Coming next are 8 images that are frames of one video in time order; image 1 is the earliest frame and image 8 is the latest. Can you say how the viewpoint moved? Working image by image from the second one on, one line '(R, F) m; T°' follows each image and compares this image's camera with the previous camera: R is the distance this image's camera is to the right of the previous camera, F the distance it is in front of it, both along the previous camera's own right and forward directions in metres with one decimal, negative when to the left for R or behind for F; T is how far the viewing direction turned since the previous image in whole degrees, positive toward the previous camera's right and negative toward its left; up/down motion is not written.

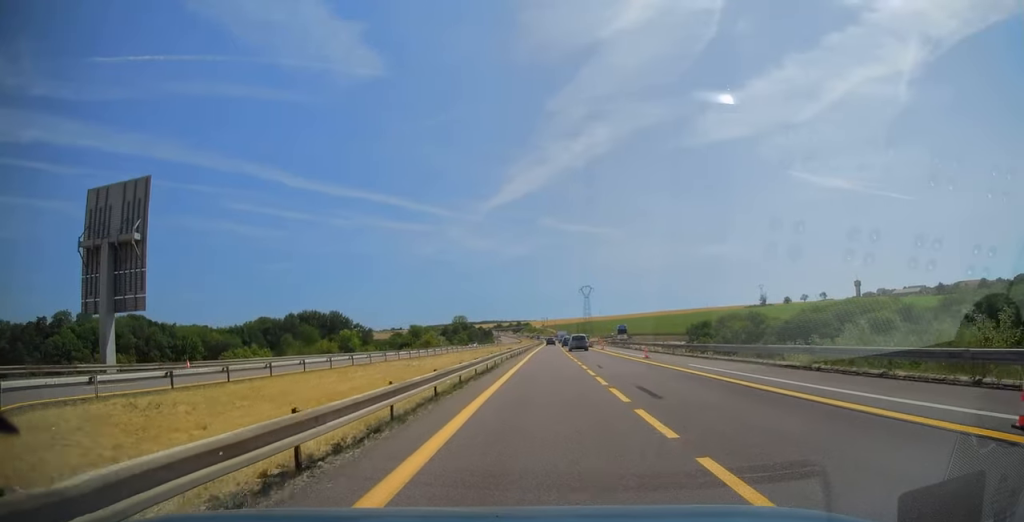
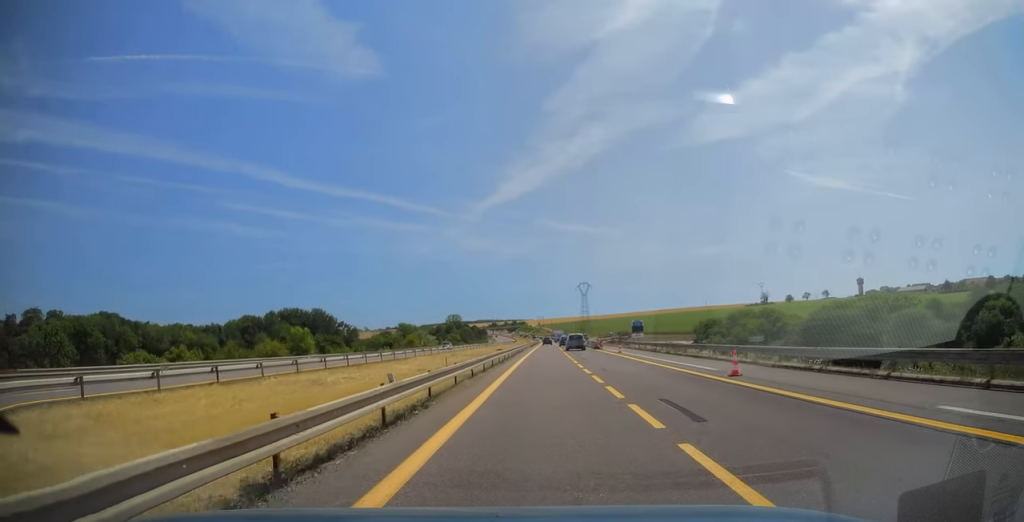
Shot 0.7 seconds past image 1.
(-0.2, +16.4) m; 0°
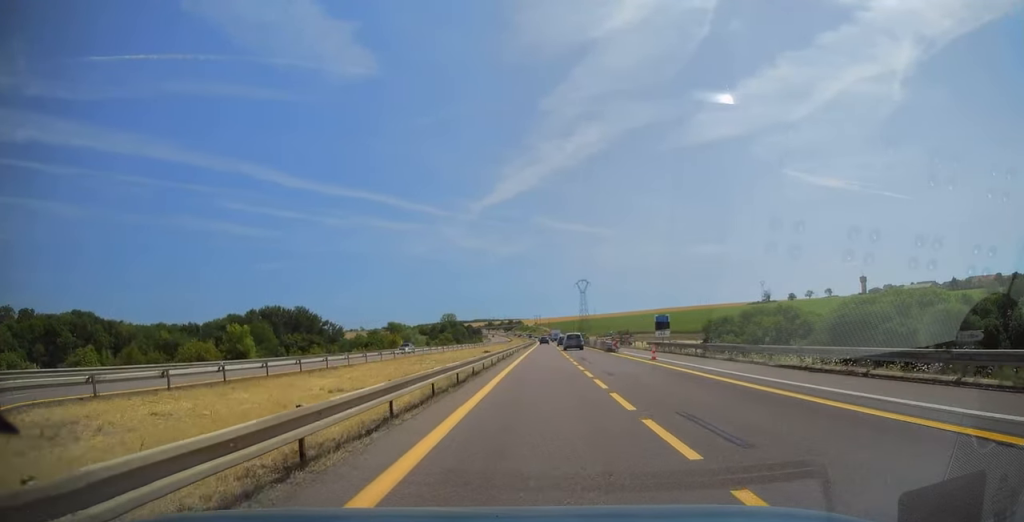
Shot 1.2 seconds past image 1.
(+0.3, +15.2) m; +1°
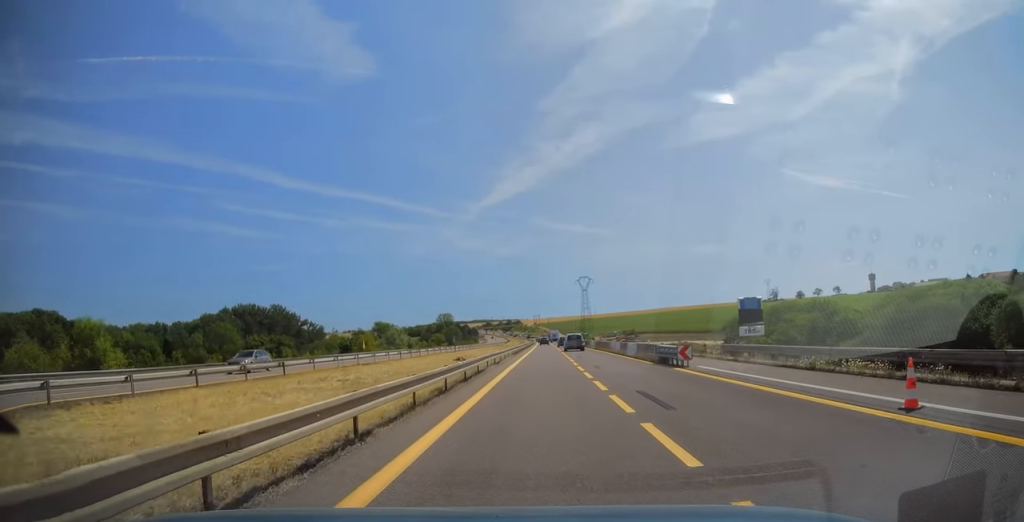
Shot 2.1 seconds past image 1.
(+0.2, +21.9) m; 0°
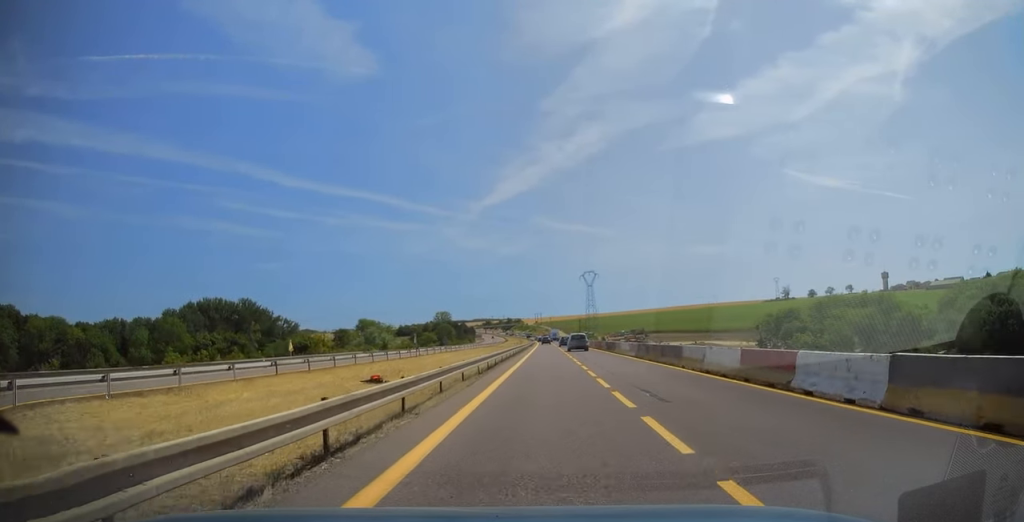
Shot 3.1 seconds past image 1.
(0.0, +25.3) m; -1°
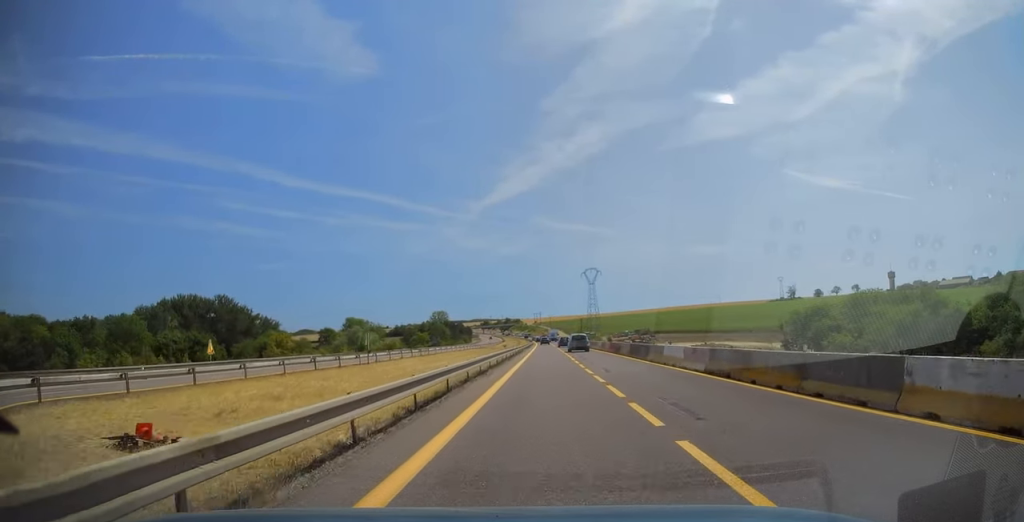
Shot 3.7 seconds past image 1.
(0.0, +15.2) m; 0°
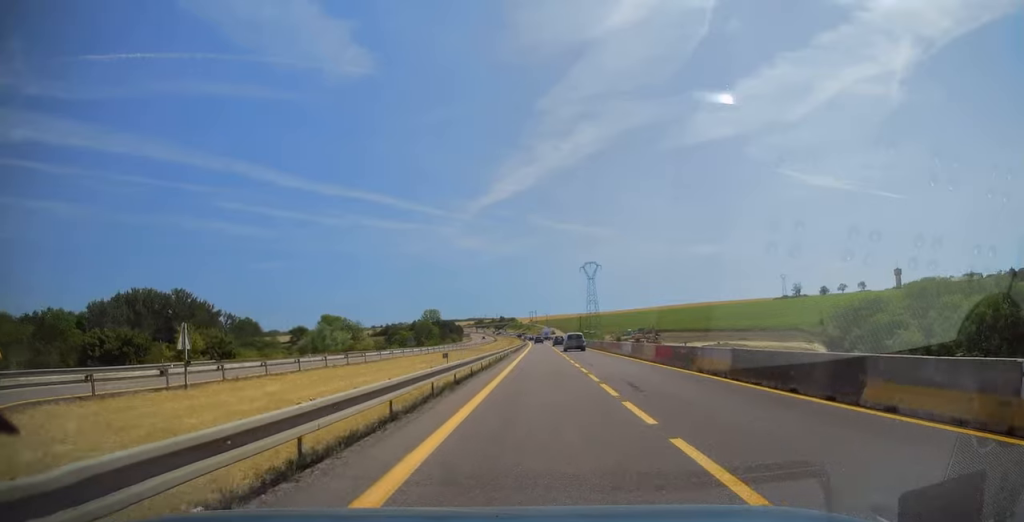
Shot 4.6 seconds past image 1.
(-0.4, +21.5) m; 0°
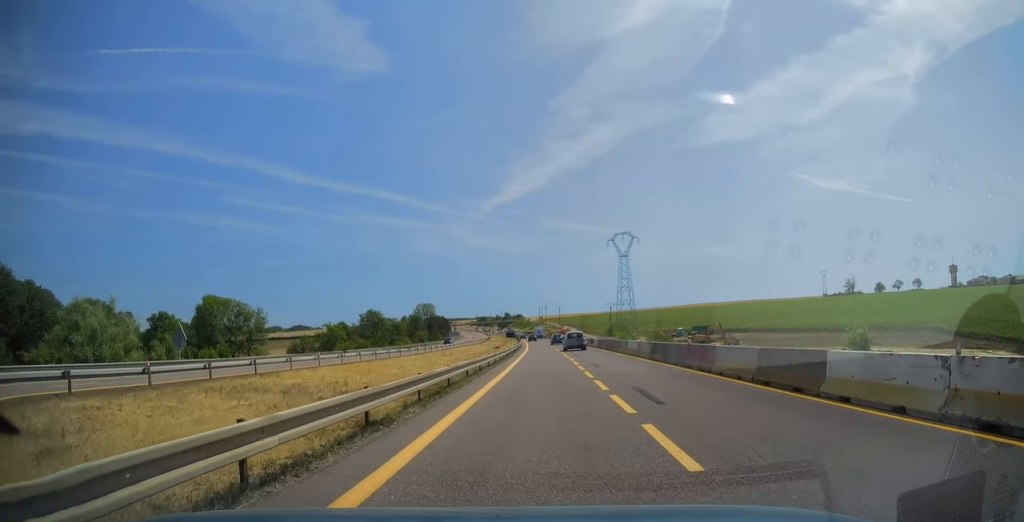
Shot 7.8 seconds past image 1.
(+1.3, +80.8) m; 0°
